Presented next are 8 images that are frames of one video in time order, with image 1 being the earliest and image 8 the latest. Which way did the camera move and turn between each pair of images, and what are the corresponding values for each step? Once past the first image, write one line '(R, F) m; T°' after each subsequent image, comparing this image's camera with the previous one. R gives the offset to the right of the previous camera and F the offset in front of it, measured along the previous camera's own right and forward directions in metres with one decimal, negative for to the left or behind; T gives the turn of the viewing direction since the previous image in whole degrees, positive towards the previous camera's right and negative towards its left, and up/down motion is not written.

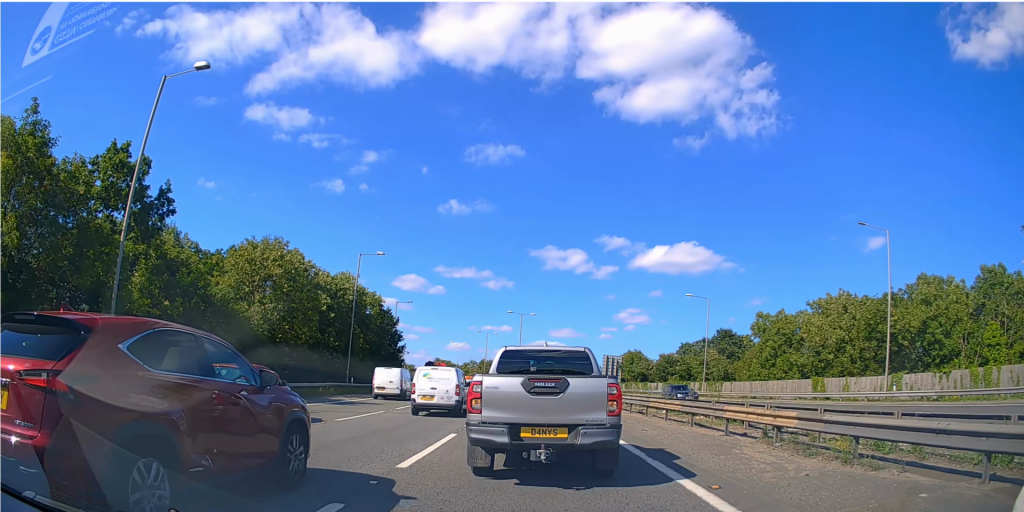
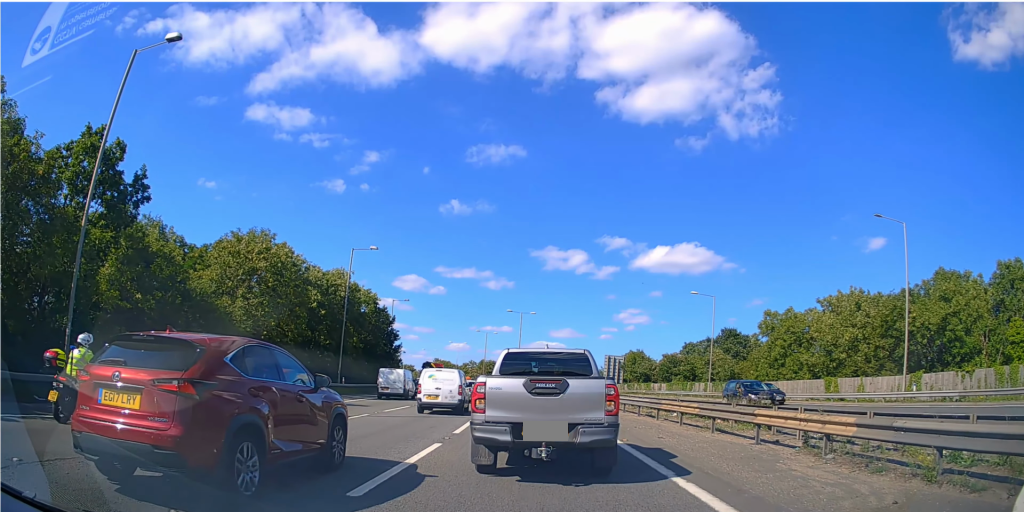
(-0.1, +1.8) m; 0°
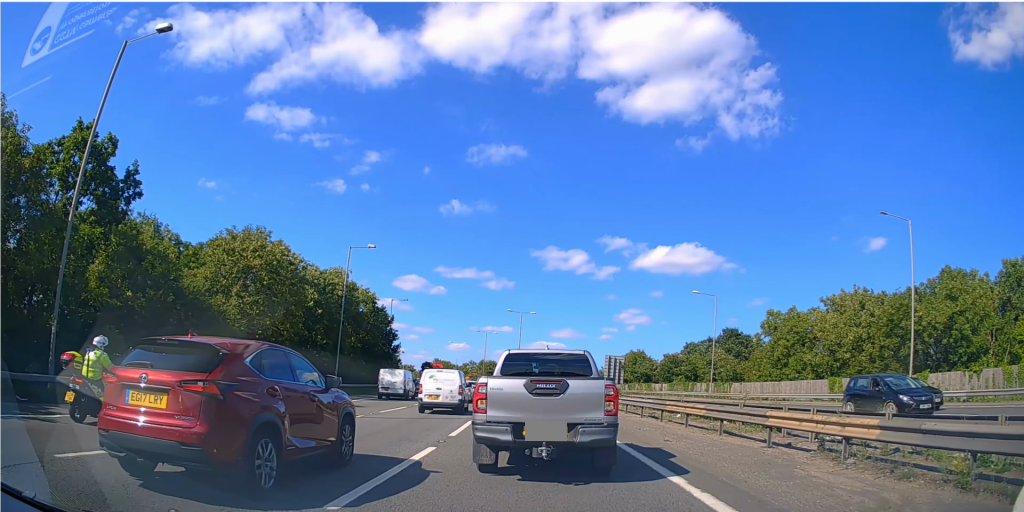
(-0.1, +0.6) m; 0°
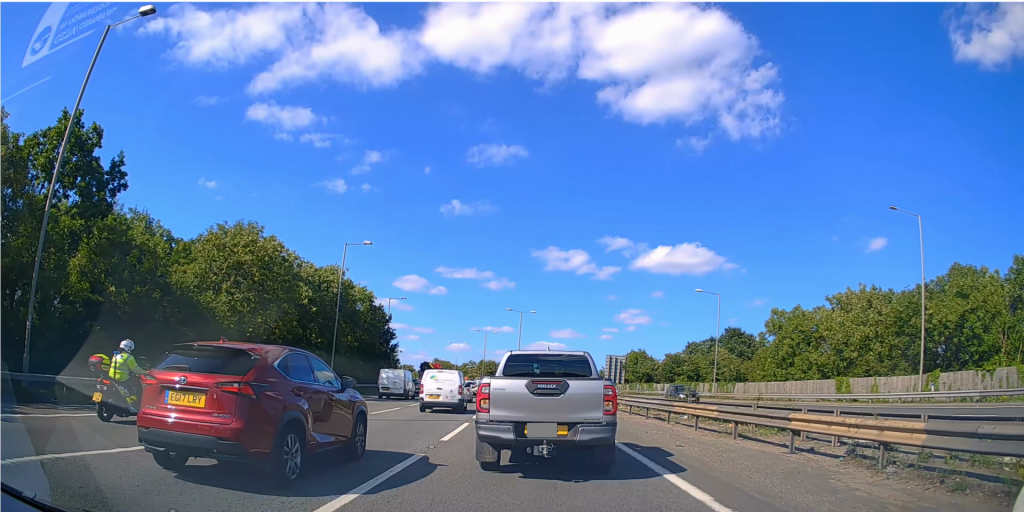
(0.0, +0.9) m; 0°
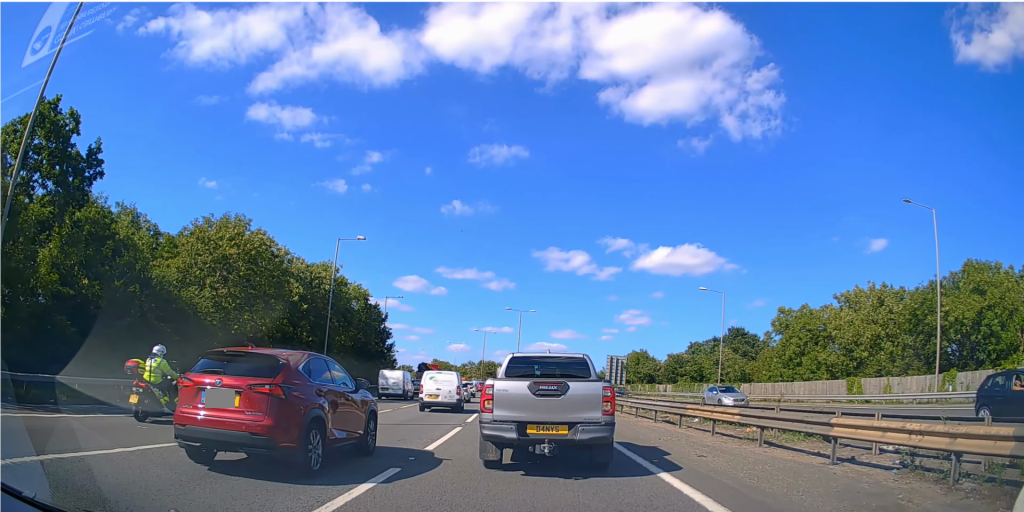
(0.0, +1.7) m; -2°
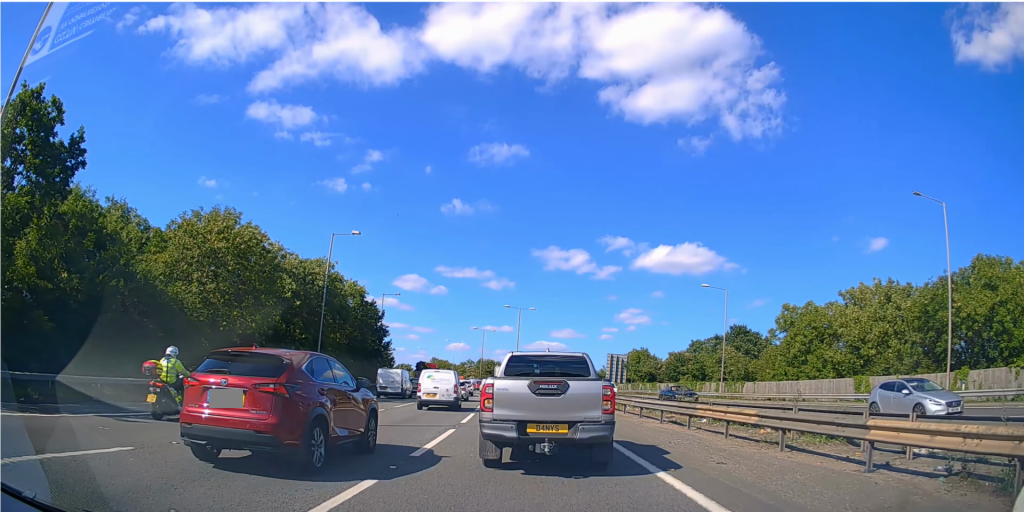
(0.0, +1.1) m; 0°
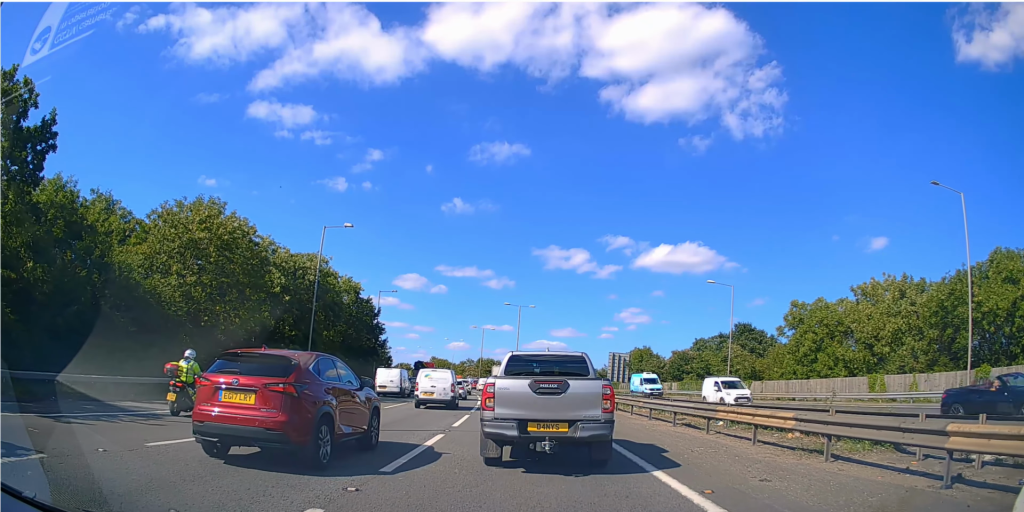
(+0.1, +2.0) m; +1°
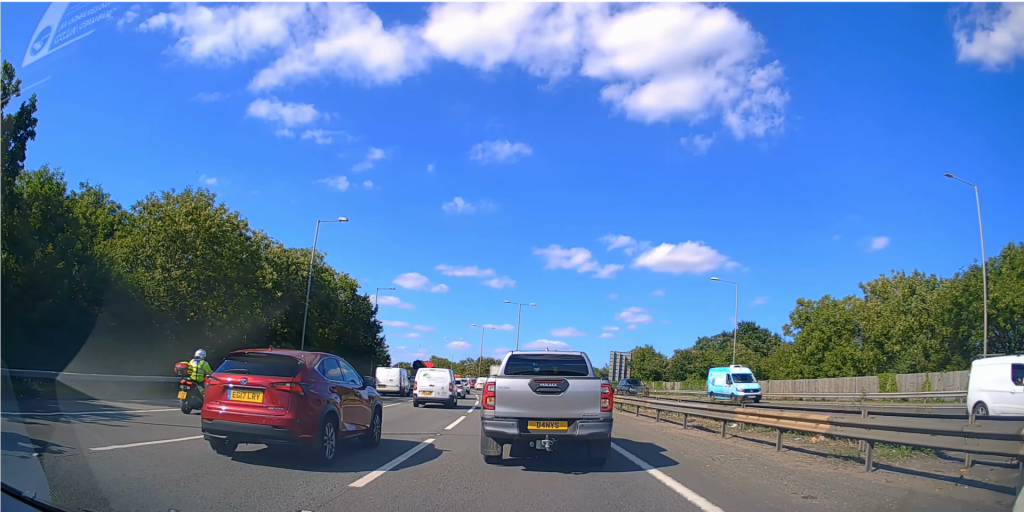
(0.0, +1.5) m; -2°
